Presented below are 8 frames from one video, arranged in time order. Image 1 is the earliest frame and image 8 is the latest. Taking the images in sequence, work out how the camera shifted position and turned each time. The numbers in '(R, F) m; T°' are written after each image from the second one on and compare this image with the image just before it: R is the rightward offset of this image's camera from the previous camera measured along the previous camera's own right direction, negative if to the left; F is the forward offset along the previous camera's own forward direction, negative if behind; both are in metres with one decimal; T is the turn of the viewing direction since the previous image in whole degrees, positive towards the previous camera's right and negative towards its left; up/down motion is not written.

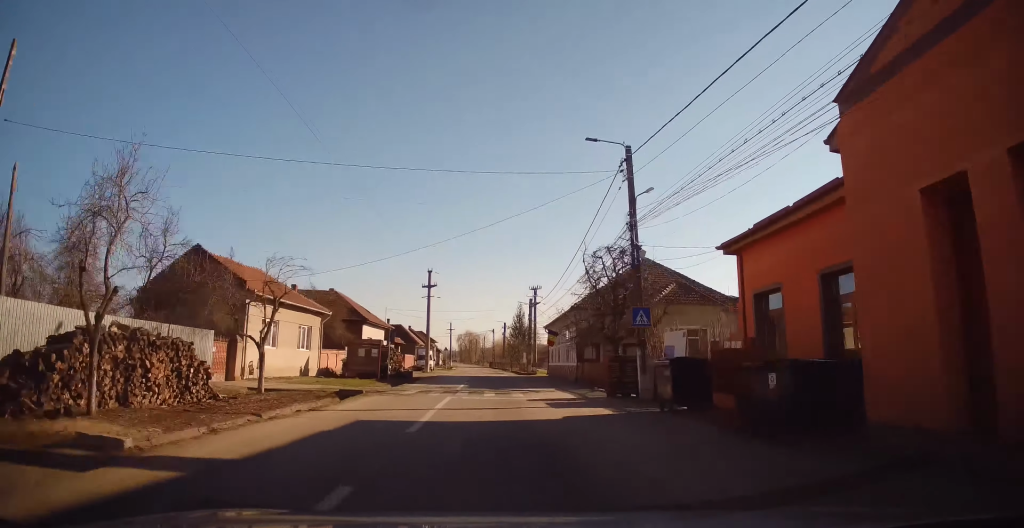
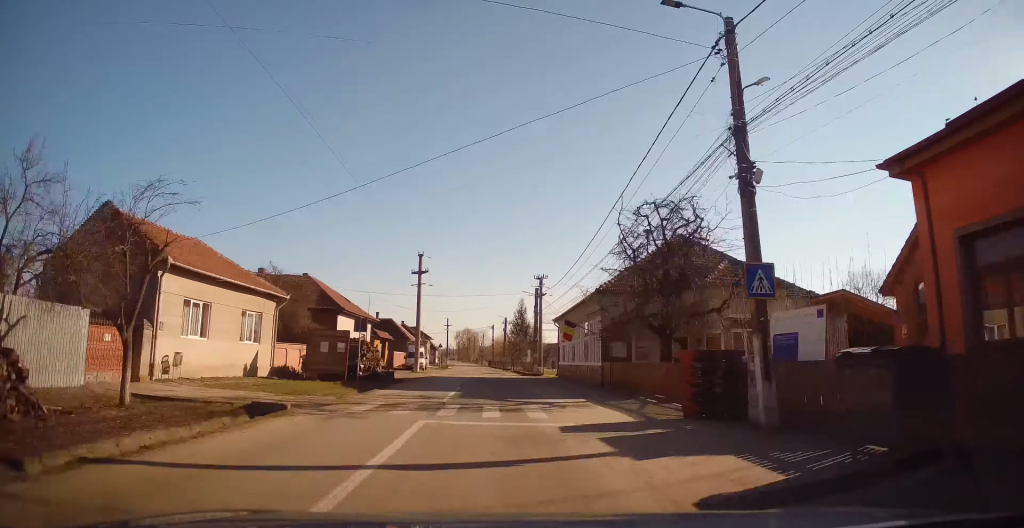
(-0.3, +7.6) m; 0°
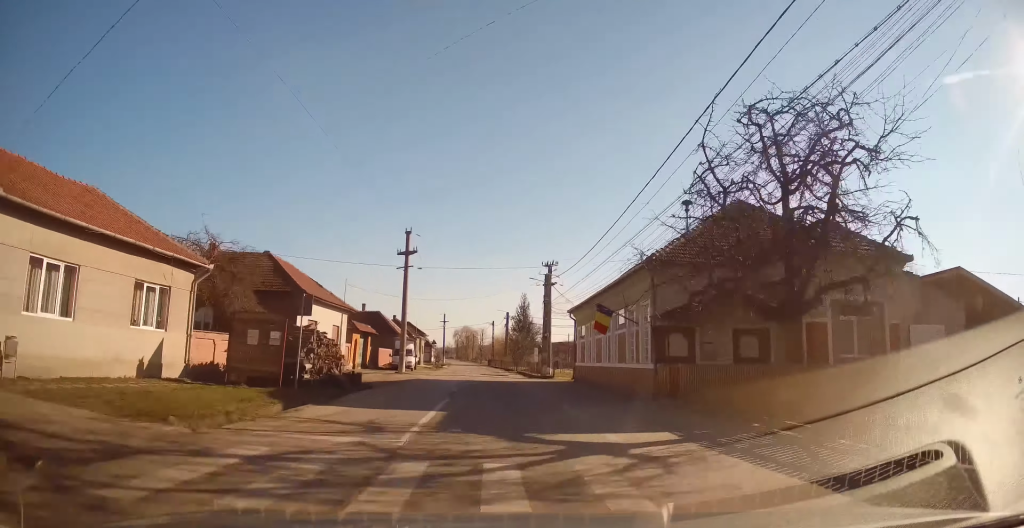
(-0.2, +8.2) m; 0°
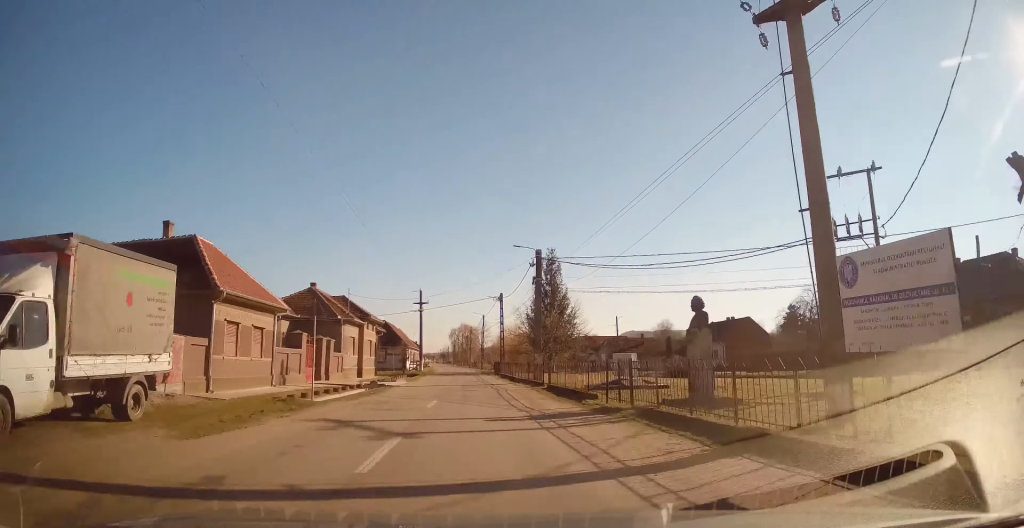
(+1.3, +41.8) m; +2°
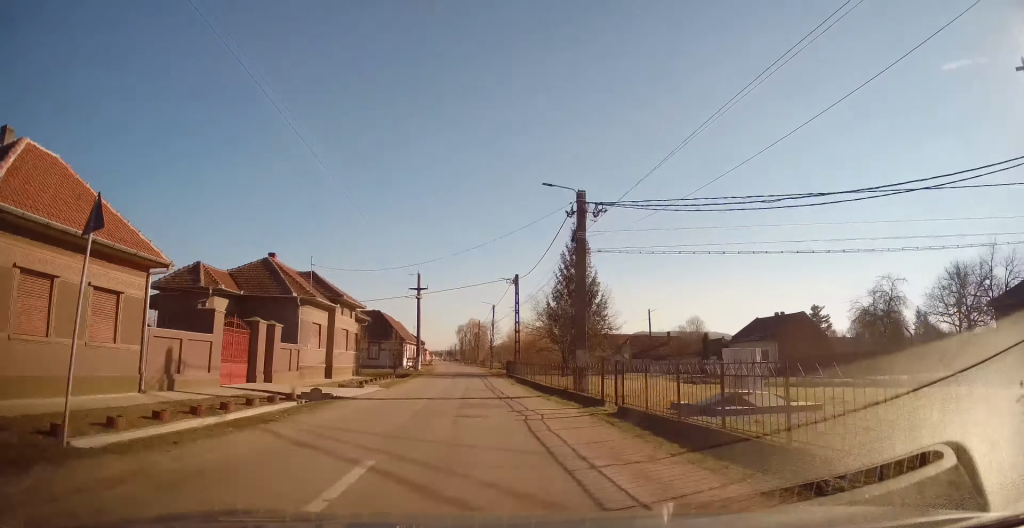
(-0.1, +11.0) m; 0°
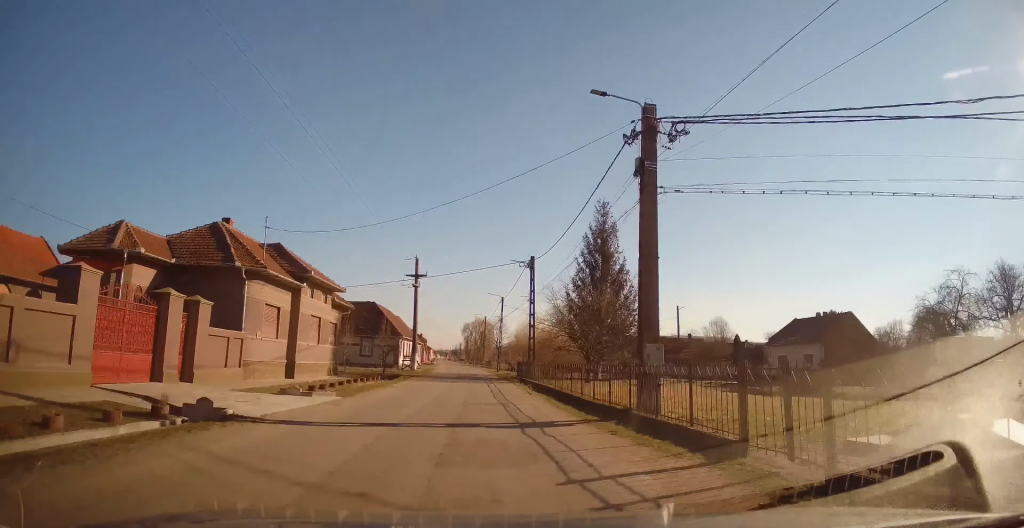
(+0.1, +7.6) m; 0°
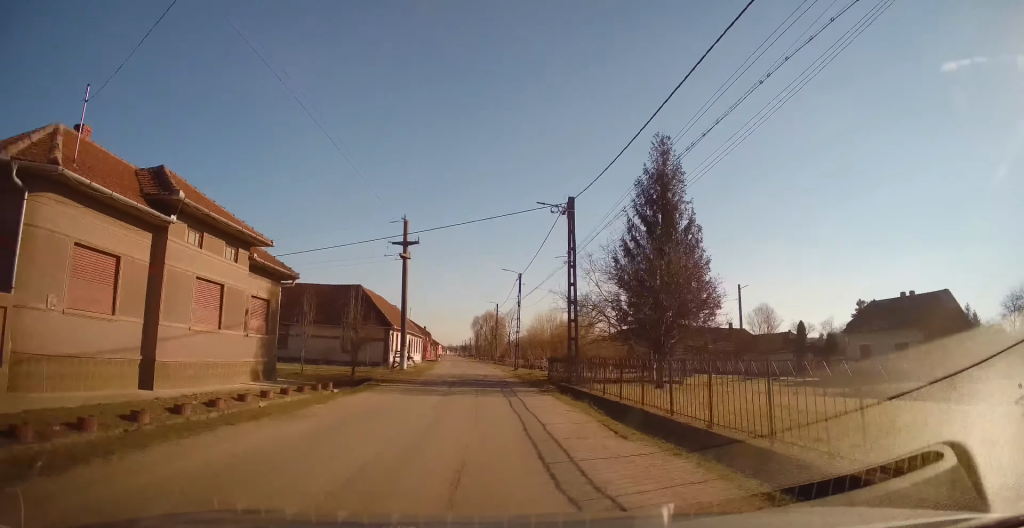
(0.0, +12.3) m; -1°
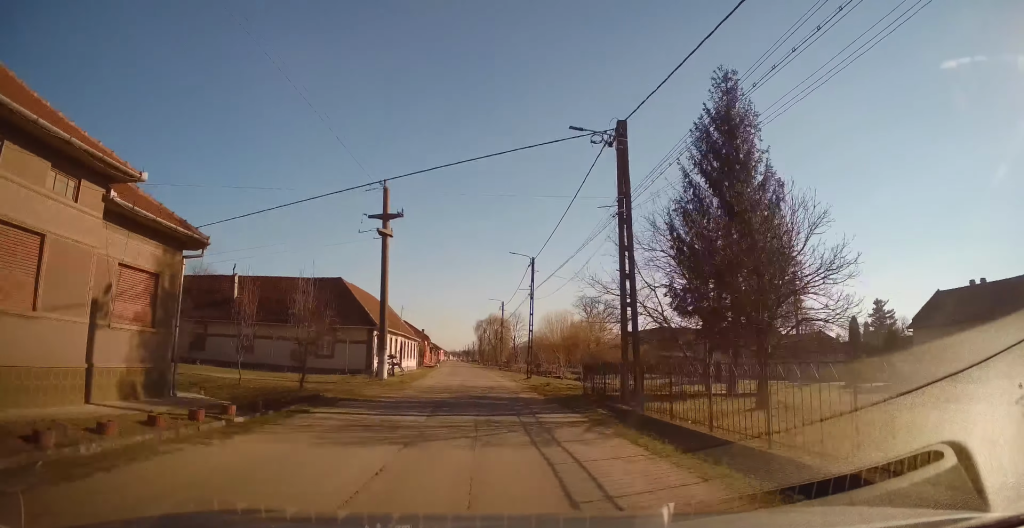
(-0.2, +8.2) m; -1°
